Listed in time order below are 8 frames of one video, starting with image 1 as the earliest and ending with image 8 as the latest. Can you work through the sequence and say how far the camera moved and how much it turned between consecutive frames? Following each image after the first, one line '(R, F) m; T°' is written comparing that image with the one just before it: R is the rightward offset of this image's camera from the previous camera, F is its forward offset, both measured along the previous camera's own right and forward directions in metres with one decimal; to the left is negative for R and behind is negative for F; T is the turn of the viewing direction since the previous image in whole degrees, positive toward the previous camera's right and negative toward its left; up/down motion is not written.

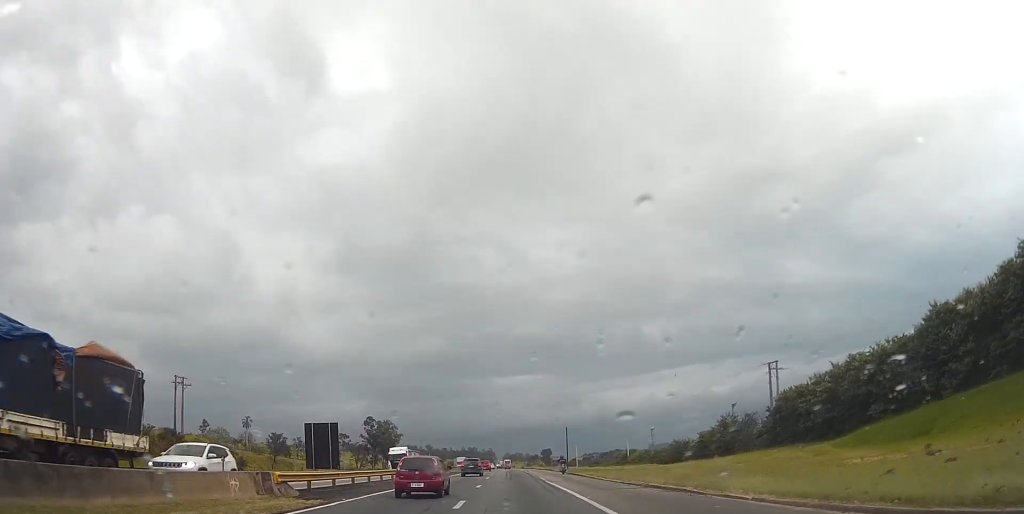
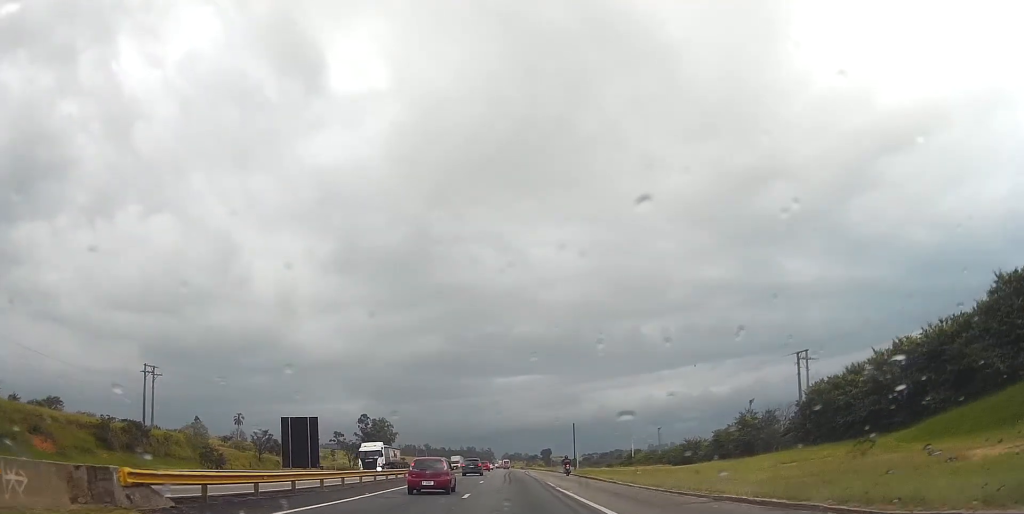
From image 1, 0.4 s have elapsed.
(0.0, +10.0) m; 0°
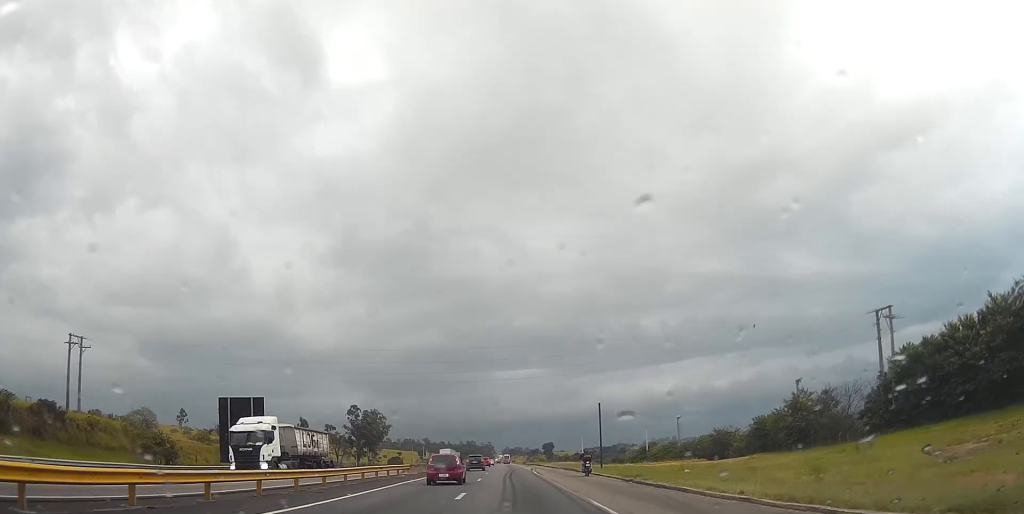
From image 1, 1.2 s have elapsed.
(+0.1, +19.9) m; 0°
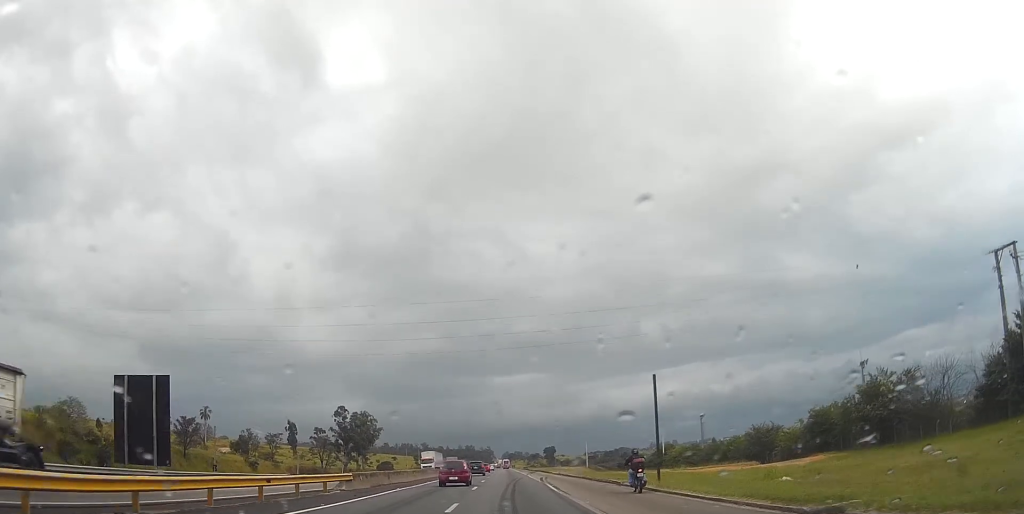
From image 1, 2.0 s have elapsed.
(0.0, +20.1) m; 0°
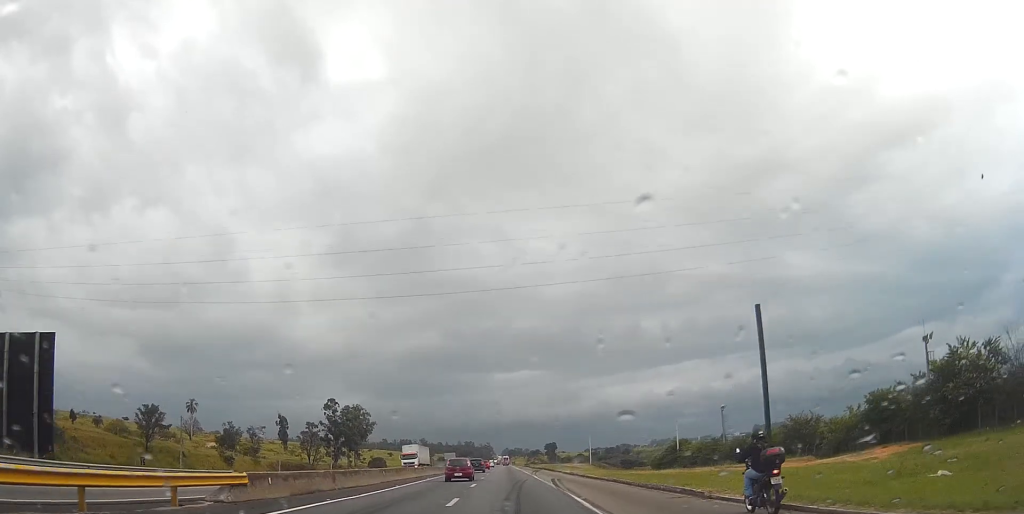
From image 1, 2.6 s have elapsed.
(0.0, +14.3) m; 0°
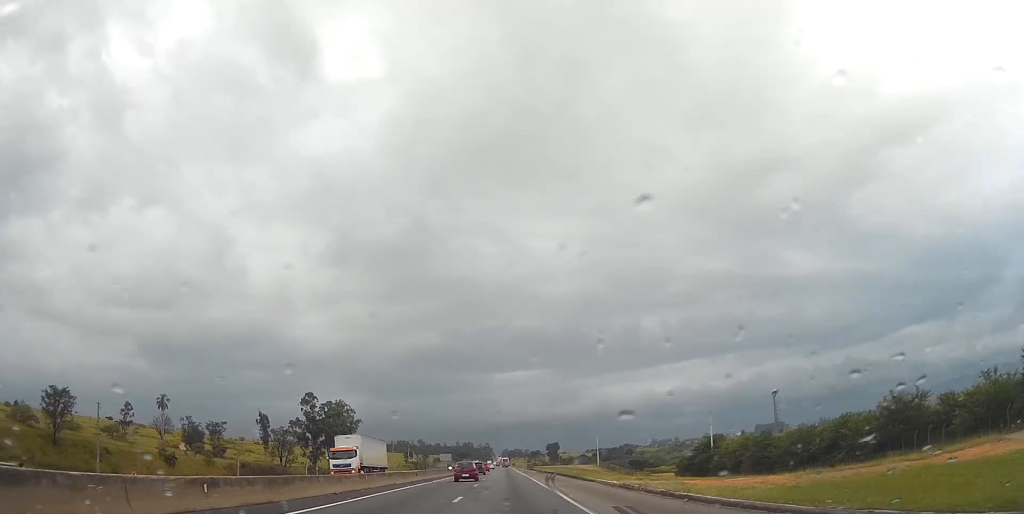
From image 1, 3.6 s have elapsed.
(+0.1, +26.1) m; 0°
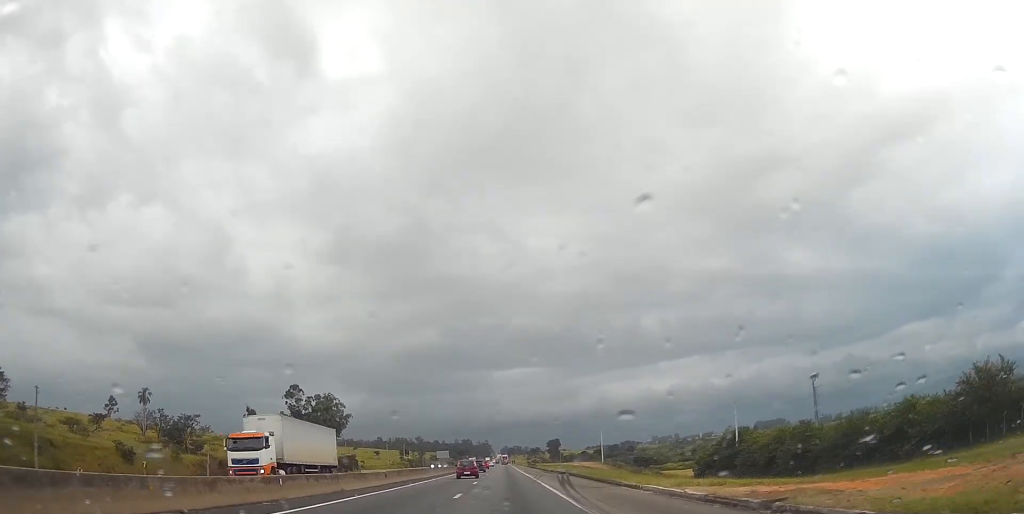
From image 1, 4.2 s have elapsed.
(+0.1, +14.4) m; 0°
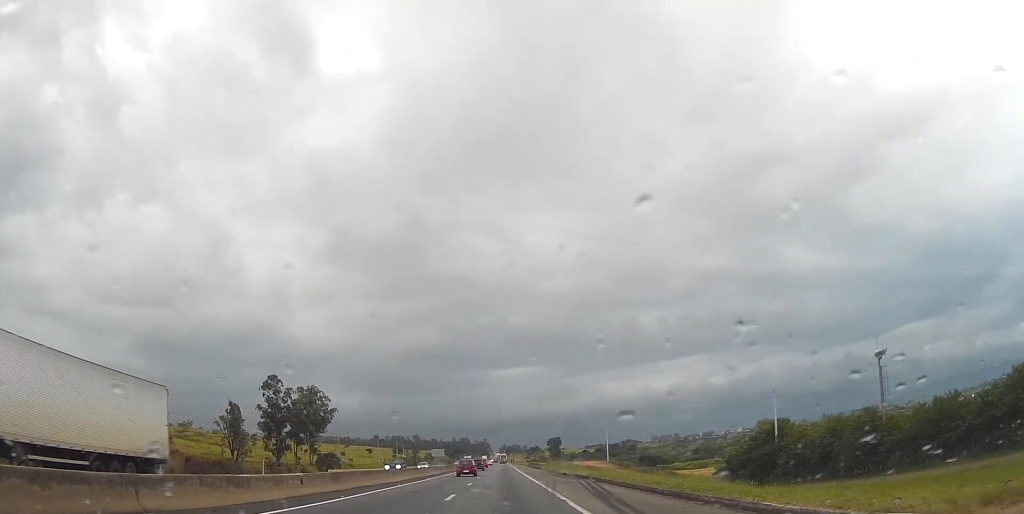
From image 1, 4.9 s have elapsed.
(0.0, +17.8) m; 0°
